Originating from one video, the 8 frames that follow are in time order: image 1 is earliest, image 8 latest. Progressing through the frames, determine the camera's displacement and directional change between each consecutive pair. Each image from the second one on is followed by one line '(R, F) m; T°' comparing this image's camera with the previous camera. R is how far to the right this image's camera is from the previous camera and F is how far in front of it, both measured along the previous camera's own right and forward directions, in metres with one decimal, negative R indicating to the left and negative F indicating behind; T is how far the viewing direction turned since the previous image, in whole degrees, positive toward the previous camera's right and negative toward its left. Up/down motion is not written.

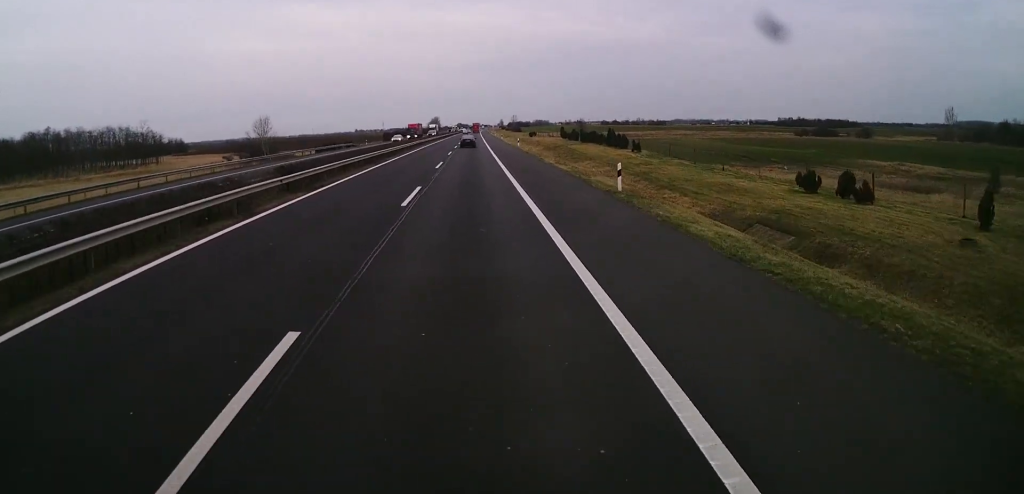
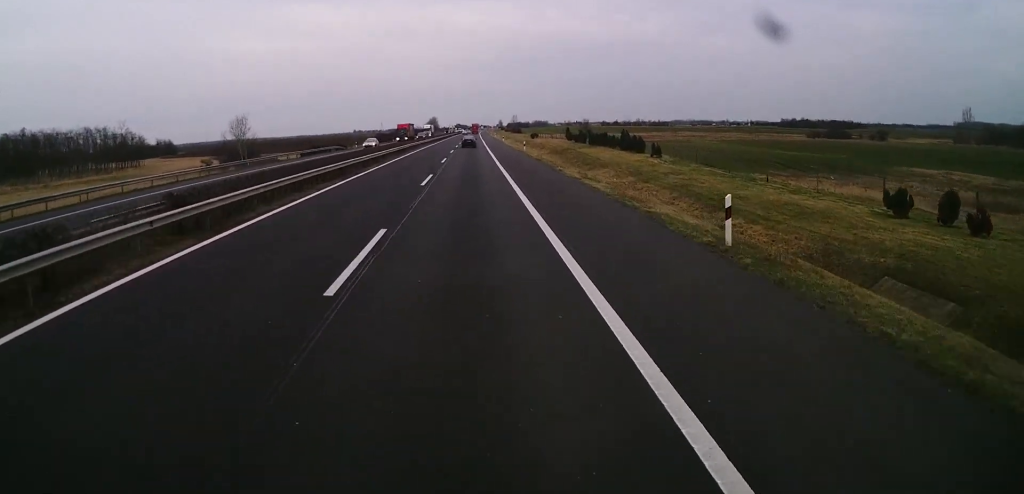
(+0.1, +10.0) m; 0°
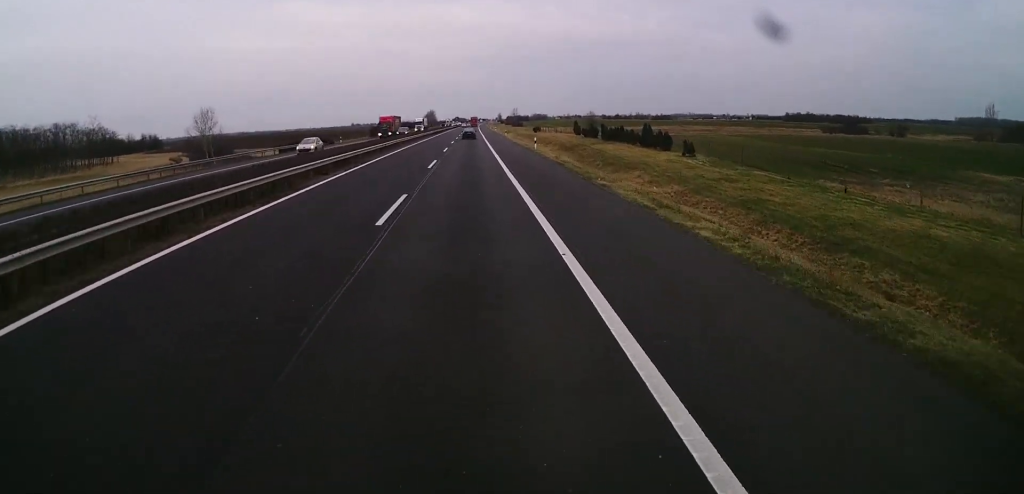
(+0.1, +12.3) m; 0°
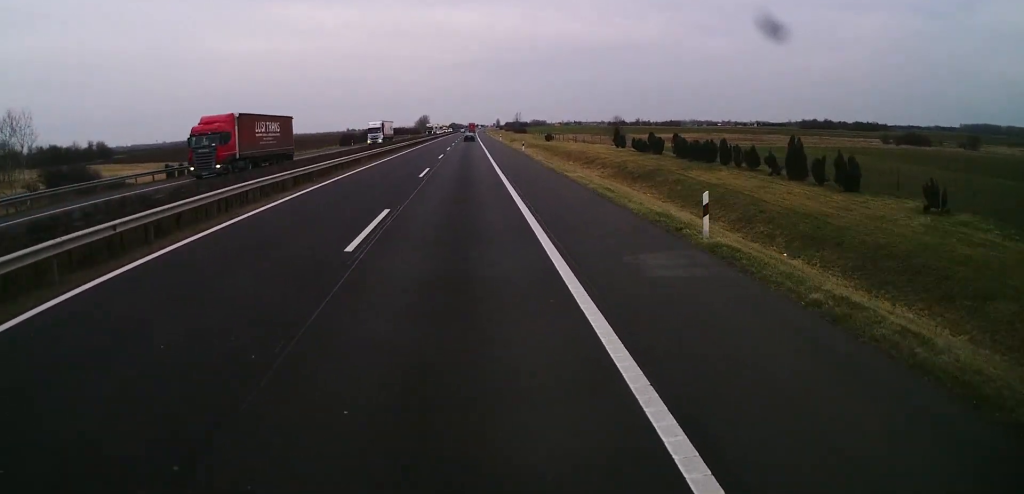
(-0.5, +38.5) m; -1°
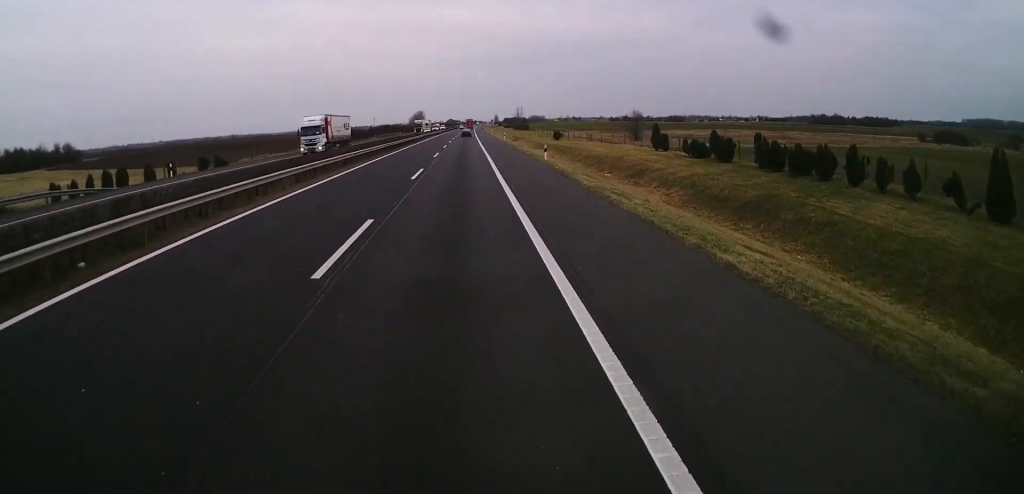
(+0.2, +20.0) m; +1°
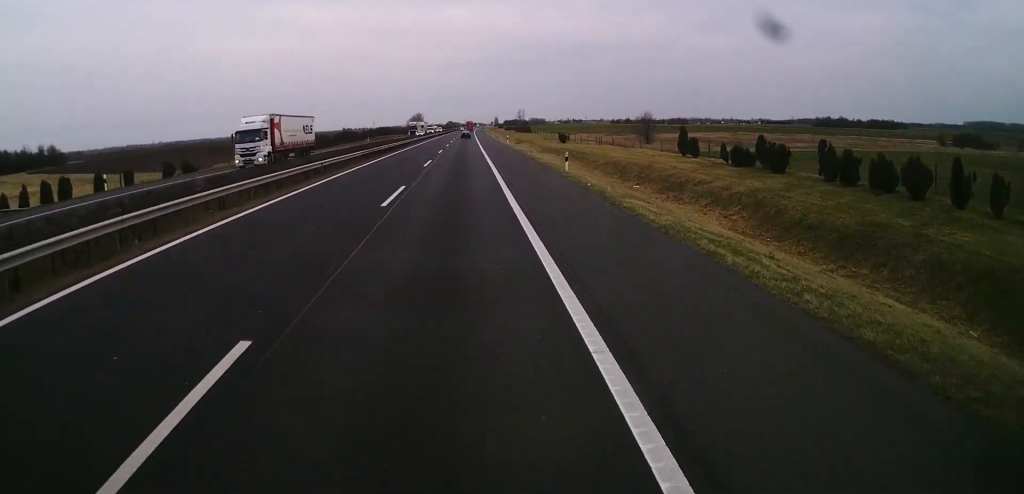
(0.0, +9.2) m; 0°
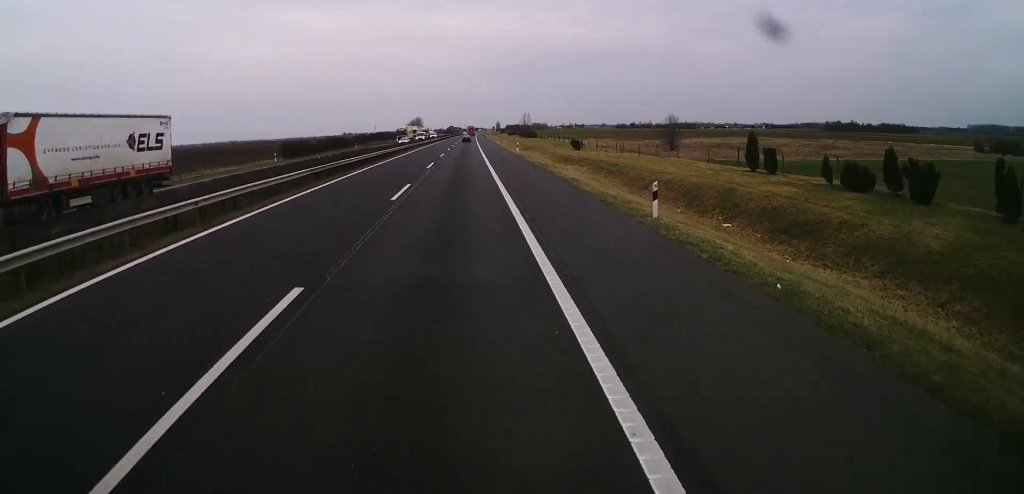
(0.0, +15.4) m; 0°
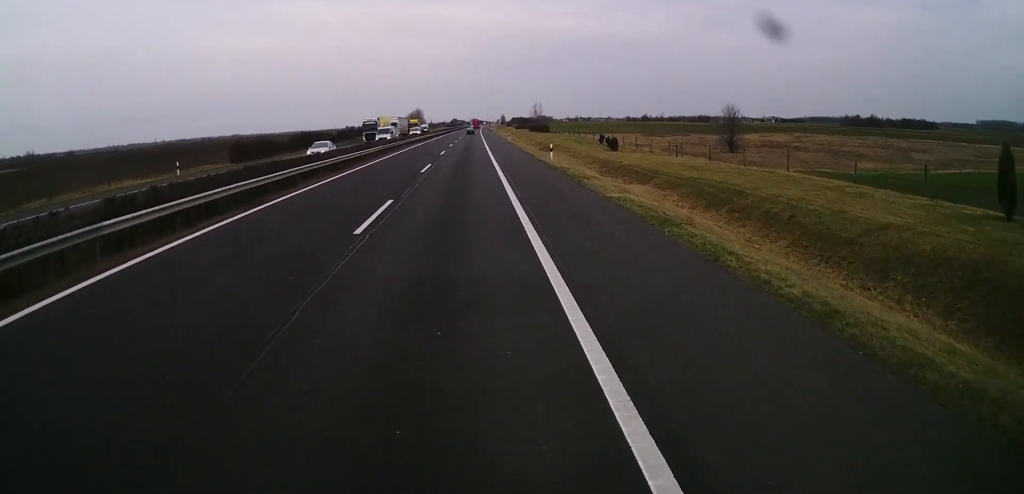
(0.0, +25.4) m; 0°
